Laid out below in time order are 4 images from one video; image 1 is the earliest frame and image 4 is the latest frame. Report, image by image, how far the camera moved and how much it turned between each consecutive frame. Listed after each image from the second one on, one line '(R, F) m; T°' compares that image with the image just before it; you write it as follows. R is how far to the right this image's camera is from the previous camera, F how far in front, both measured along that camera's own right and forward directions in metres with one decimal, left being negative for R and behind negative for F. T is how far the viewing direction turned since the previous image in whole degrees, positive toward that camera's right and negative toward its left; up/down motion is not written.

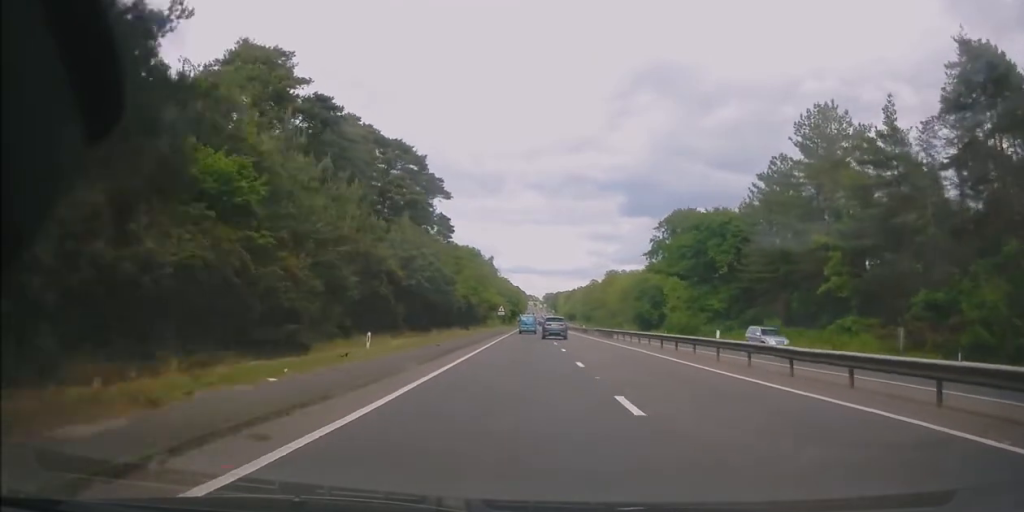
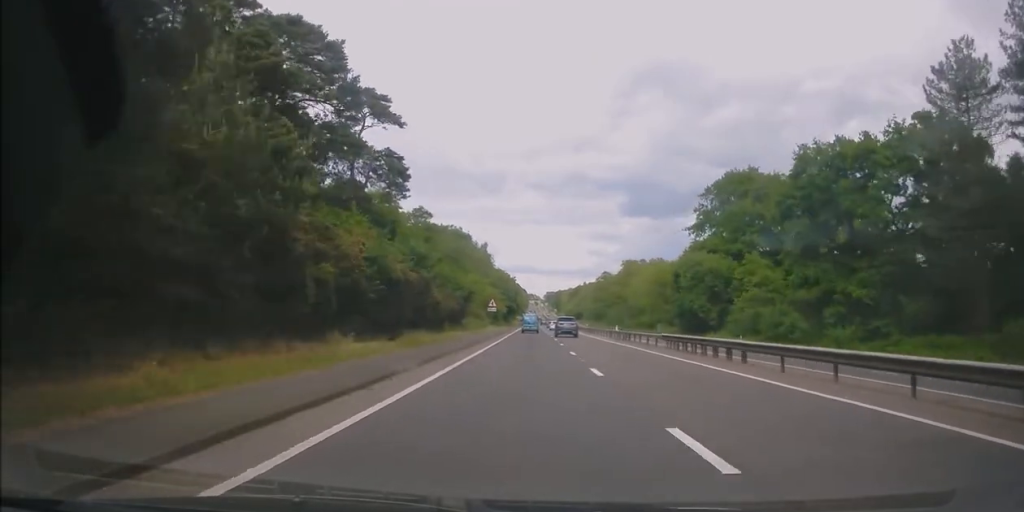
(-0.1, +31.2) m; +1°
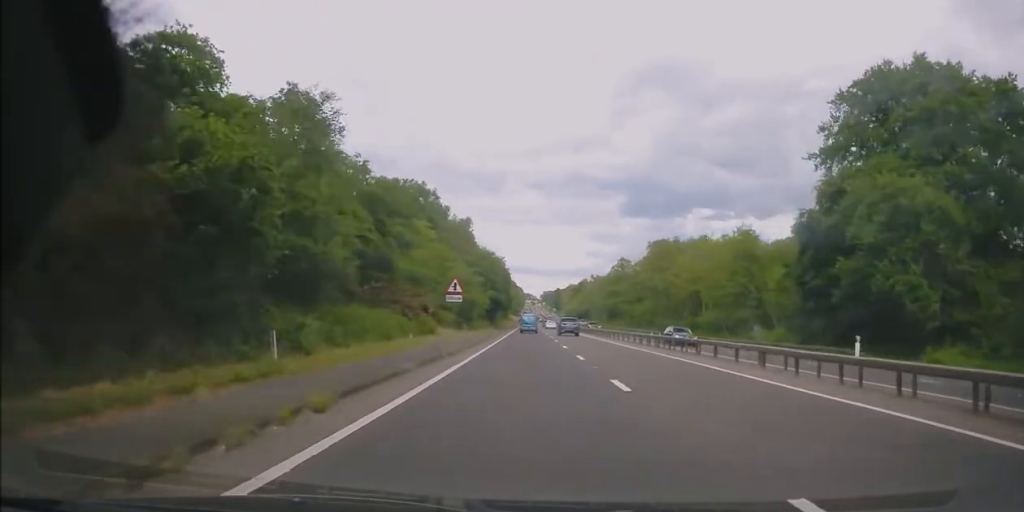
(+0.5, +40.1) m; 0°
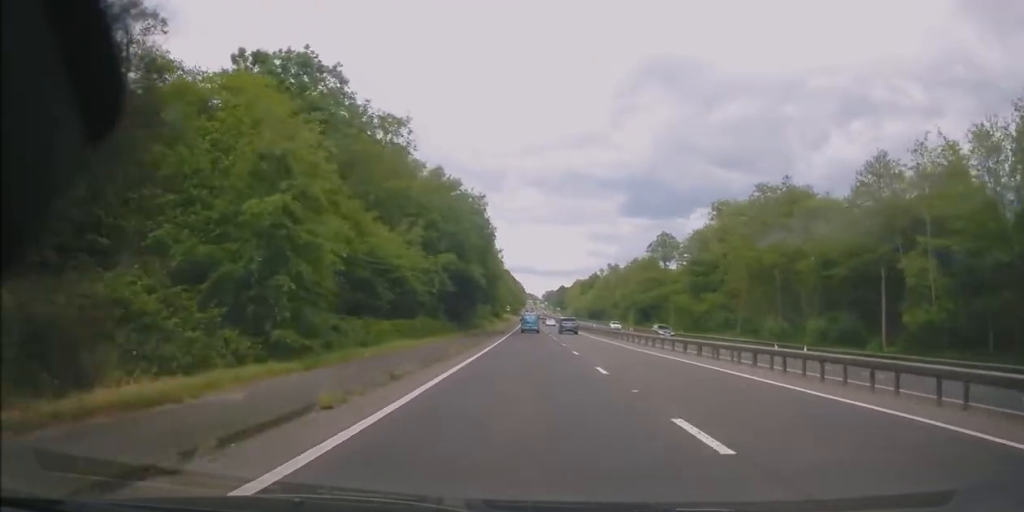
(-0.3, +42.6) m; -1°
